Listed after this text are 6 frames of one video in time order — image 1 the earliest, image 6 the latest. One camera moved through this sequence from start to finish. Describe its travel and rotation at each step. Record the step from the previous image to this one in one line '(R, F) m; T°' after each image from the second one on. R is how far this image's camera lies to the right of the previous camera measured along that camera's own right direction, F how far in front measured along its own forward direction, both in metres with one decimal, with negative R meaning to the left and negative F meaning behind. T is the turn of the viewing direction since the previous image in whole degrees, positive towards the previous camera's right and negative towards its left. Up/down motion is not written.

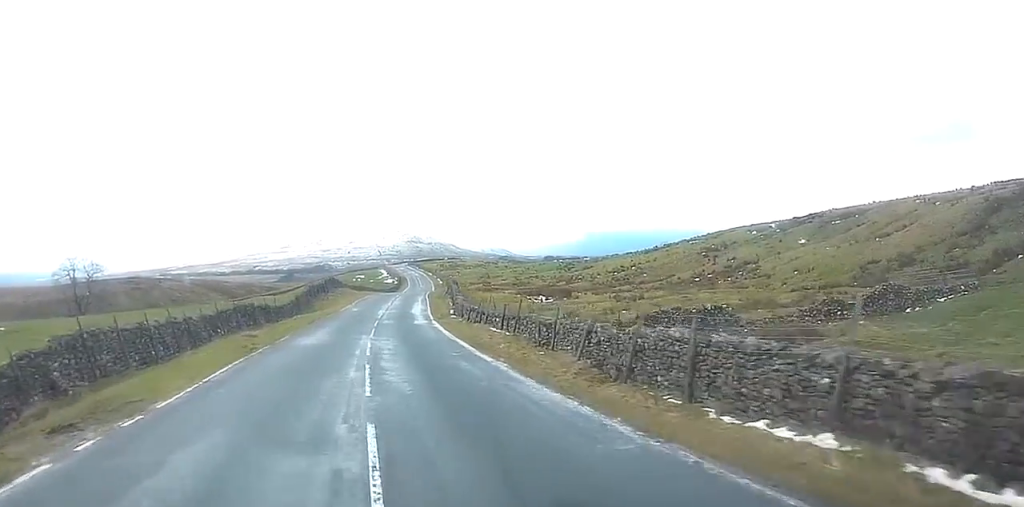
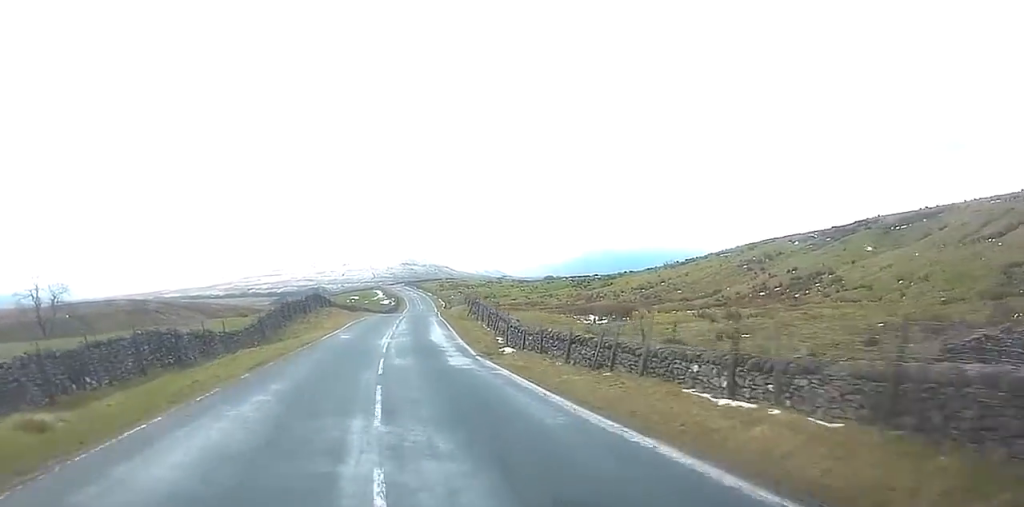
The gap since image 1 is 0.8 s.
(0.0, +20.9) m; +1°
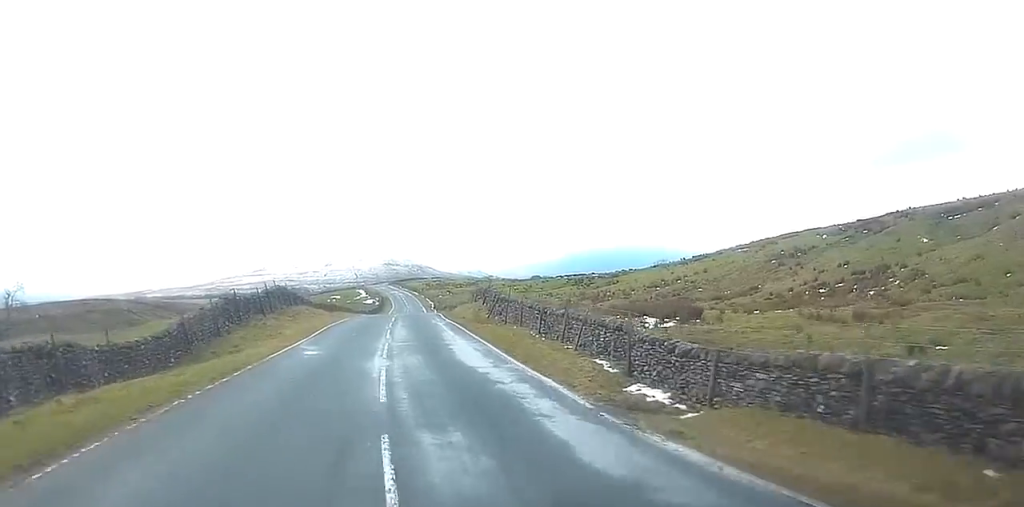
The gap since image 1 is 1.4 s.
(0.0, +16.5) m; +1°
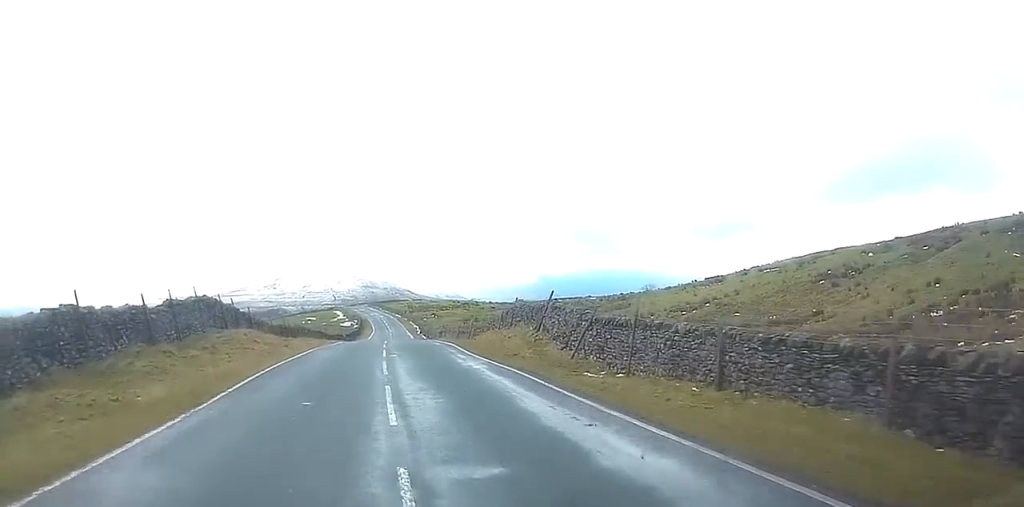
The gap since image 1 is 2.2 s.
(+0.3, +19.9) m; +2°
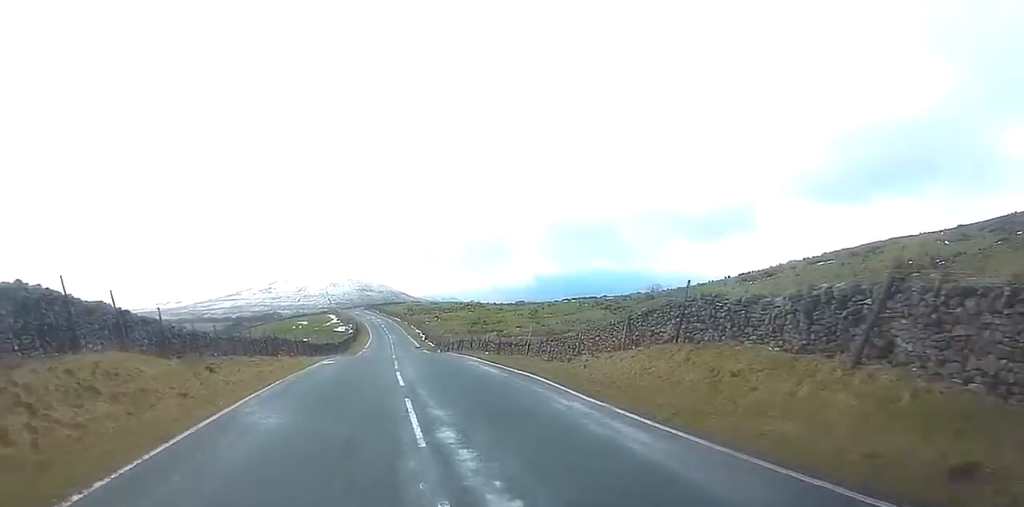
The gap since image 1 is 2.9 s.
(+0.3, +19.4) m; +1°
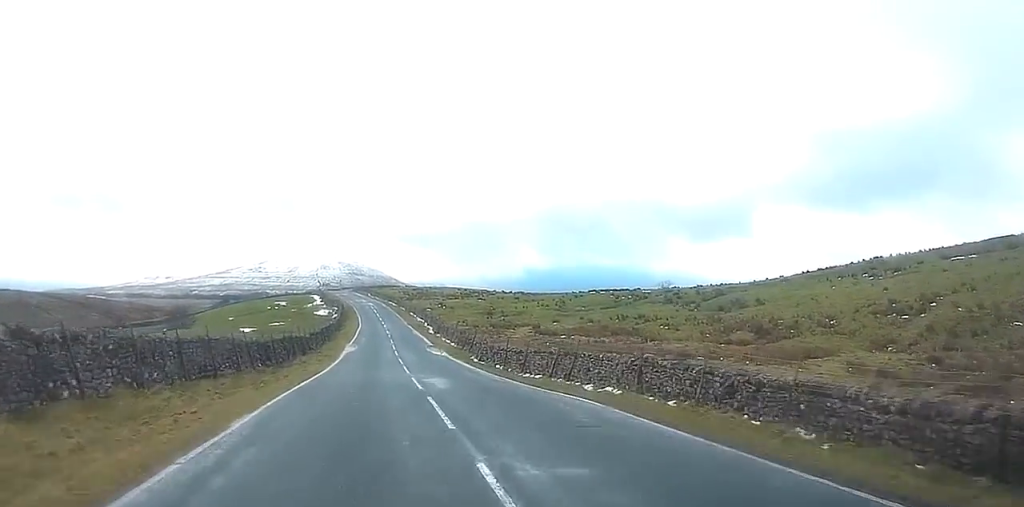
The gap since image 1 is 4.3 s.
(+0.2, +34.0) m; 0°
